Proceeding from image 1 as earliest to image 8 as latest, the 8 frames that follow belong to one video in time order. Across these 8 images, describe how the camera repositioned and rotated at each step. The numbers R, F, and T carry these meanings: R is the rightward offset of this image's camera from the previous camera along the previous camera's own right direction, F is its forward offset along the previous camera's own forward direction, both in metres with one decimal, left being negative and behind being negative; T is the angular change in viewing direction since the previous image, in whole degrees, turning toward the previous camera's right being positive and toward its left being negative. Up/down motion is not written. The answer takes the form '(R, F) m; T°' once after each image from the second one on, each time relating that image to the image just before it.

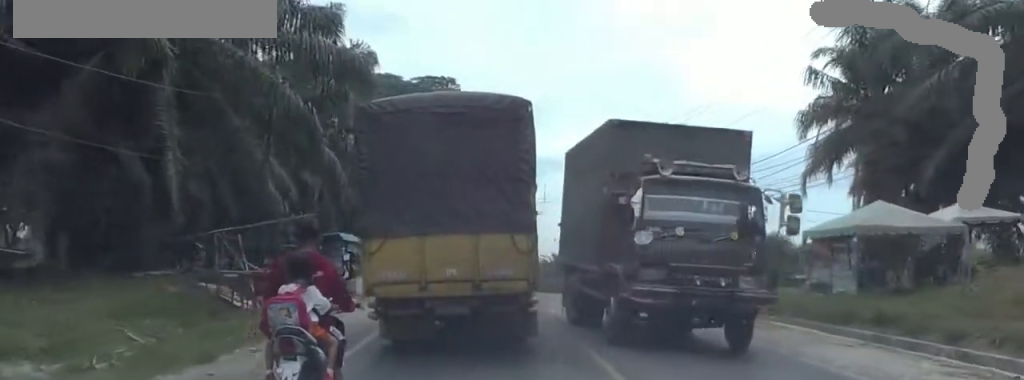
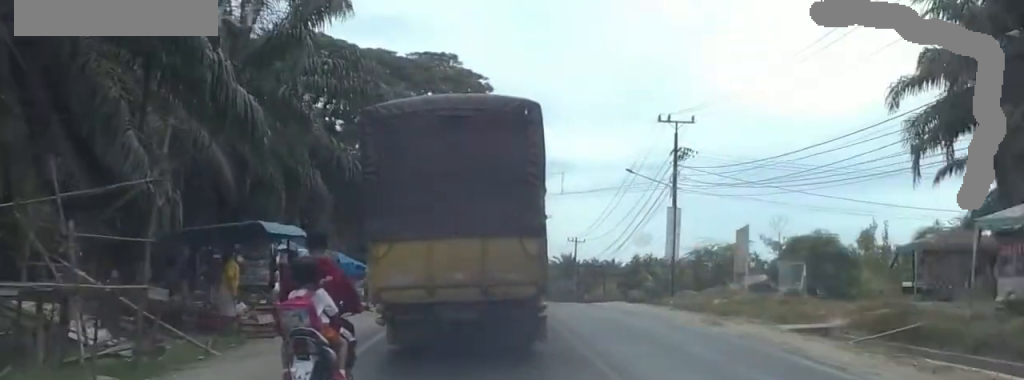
(-0.5, +10.3) m; -3°
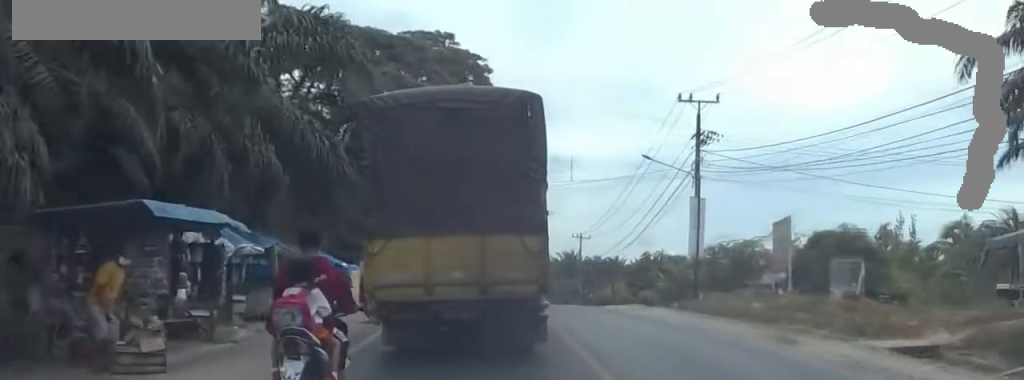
(0.0, +5.5) m; 0°
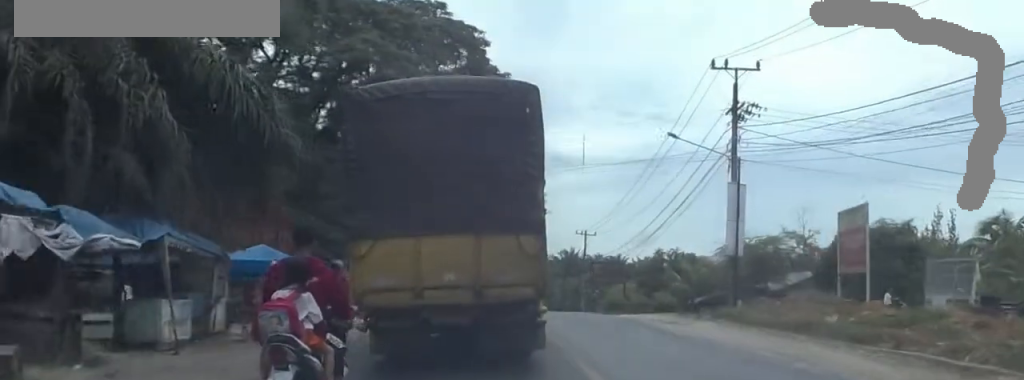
(0.0, +6.8) m; 0°
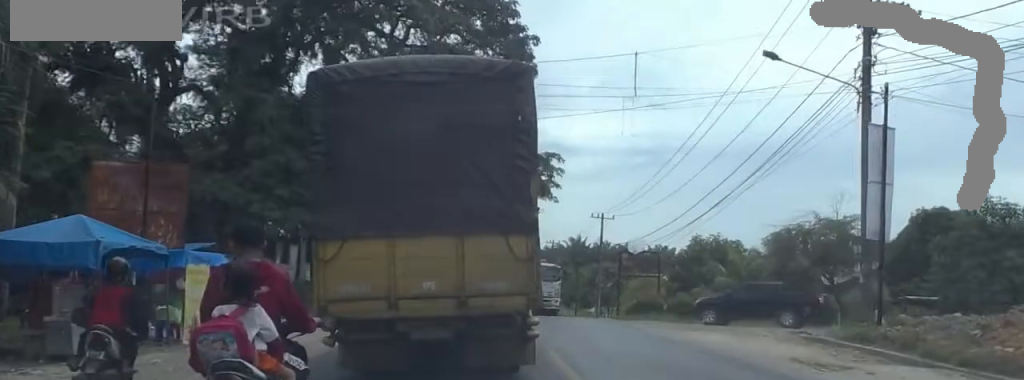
(0.0, +12.2) m; 0°
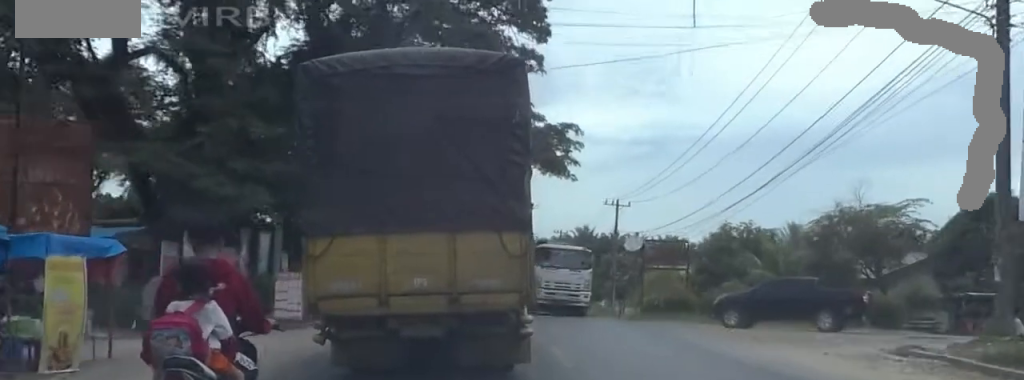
(0.0, +6.2) m; 0°
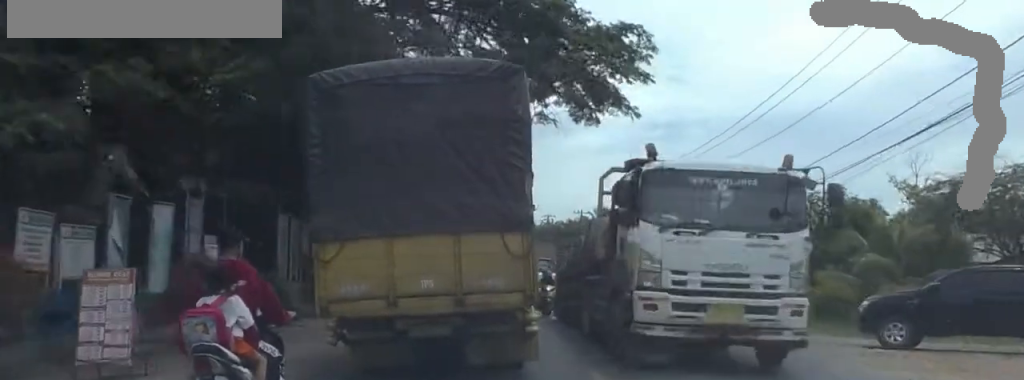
(0.0, +13.5) m; 0°
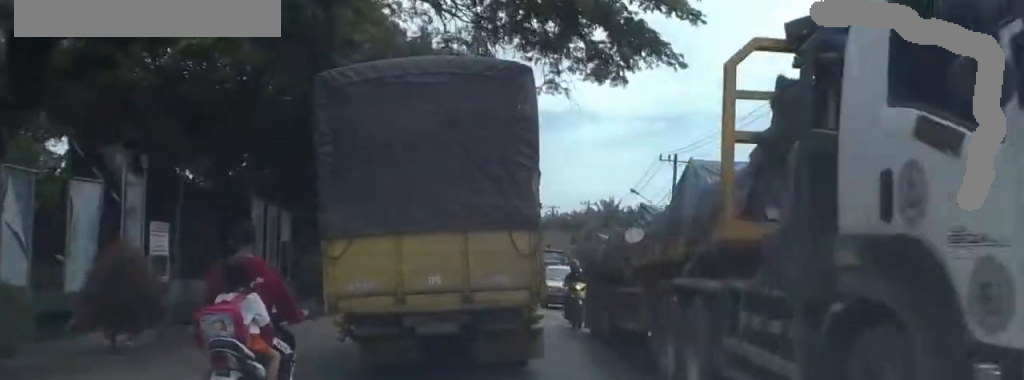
(0.0, +5.0) m; 0°
